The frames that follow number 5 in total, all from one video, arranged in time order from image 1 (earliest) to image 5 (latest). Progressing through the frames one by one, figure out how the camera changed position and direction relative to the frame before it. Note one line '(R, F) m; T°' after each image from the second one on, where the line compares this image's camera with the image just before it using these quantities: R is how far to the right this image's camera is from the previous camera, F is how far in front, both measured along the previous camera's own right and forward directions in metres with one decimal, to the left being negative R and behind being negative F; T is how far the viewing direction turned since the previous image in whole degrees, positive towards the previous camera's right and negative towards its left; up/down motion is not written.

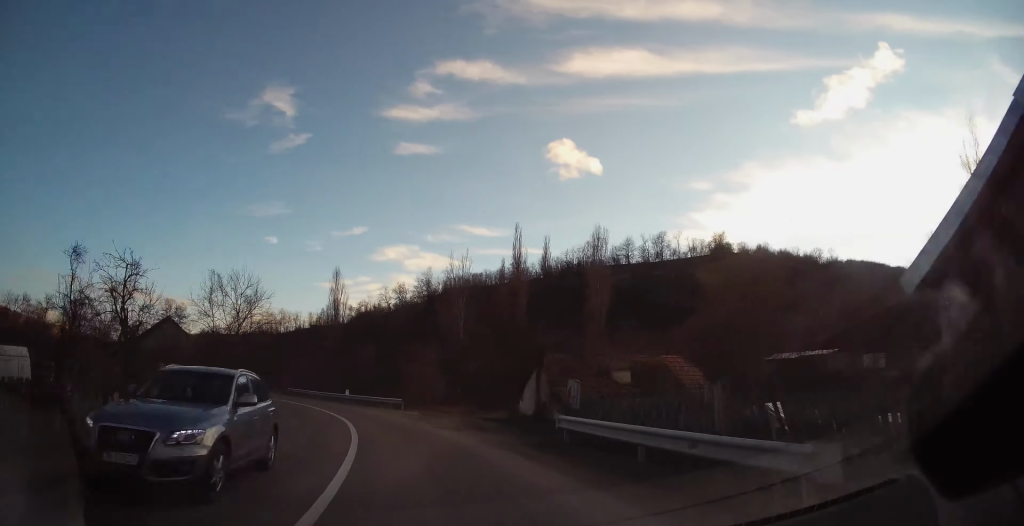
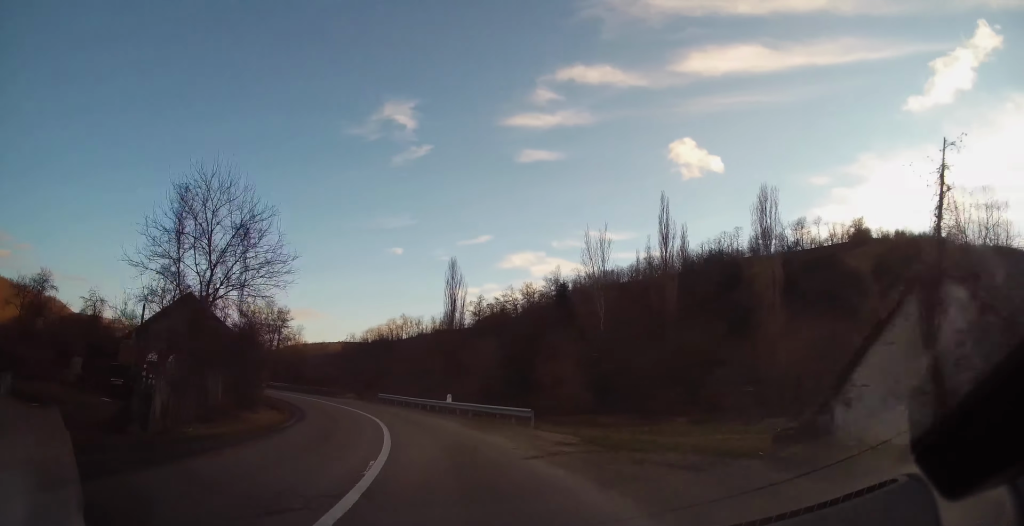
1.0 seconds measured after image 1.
(-1.8, +15.6) m; -12°
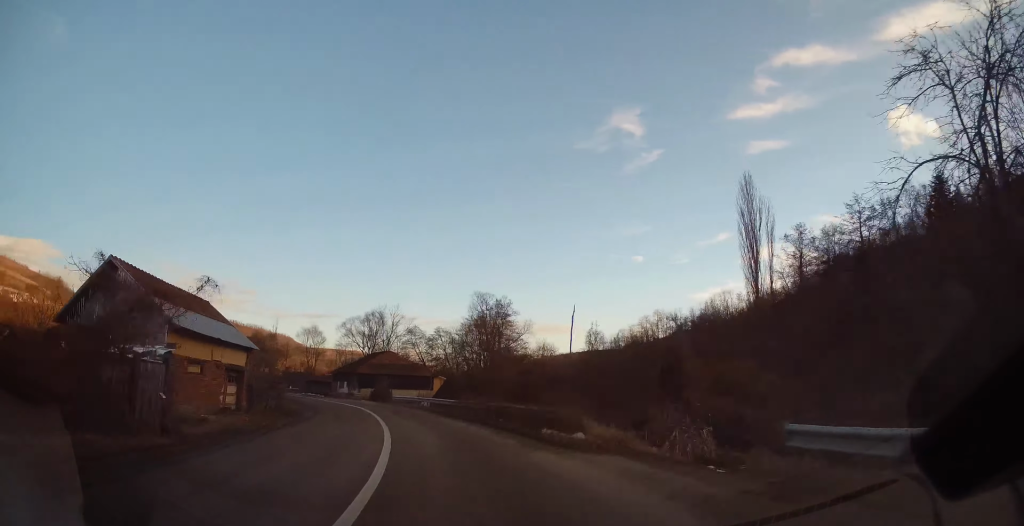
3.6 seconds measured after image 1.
(-8.2, +38.7) m; -25°
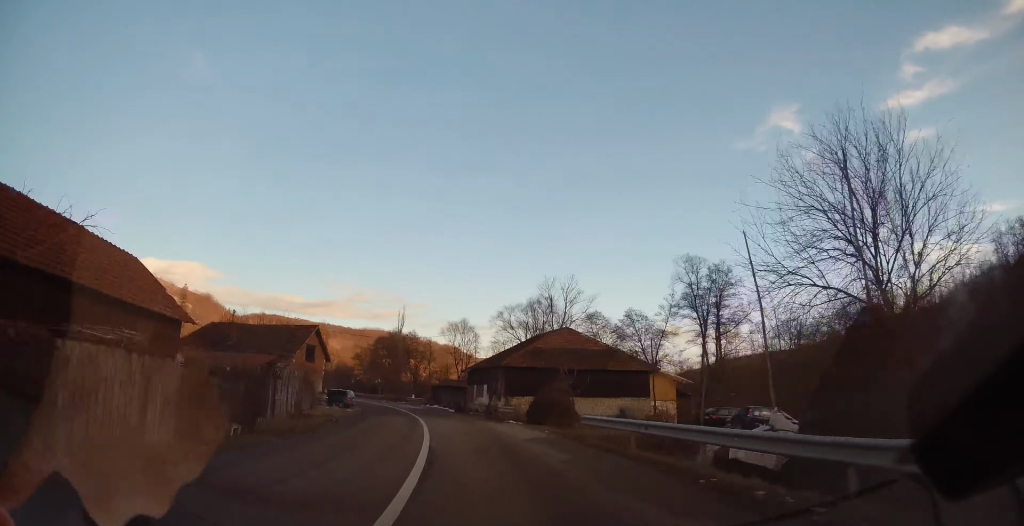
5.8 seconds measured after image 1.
(-5.6, +32.8) m; -16°
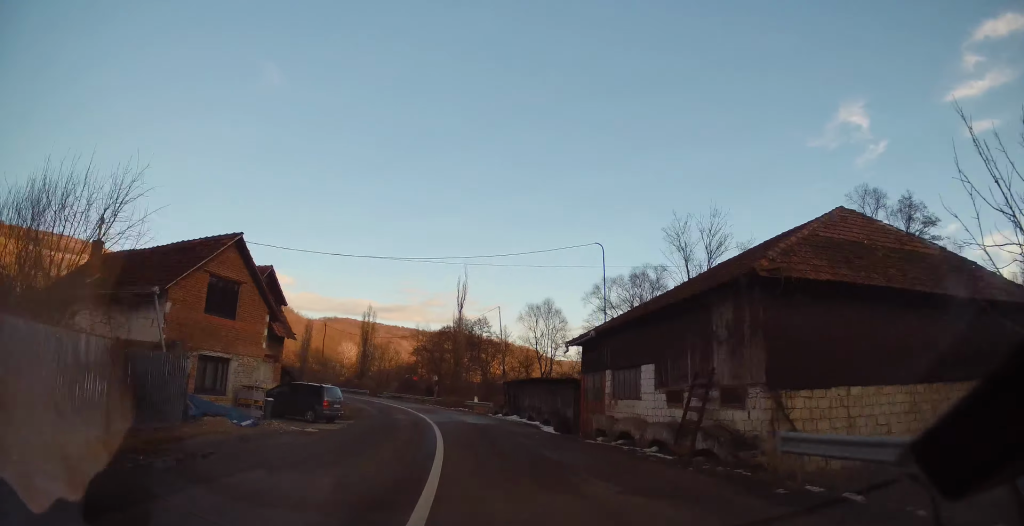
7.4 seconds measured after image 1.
(-1.8, +25.9) m; -10°
